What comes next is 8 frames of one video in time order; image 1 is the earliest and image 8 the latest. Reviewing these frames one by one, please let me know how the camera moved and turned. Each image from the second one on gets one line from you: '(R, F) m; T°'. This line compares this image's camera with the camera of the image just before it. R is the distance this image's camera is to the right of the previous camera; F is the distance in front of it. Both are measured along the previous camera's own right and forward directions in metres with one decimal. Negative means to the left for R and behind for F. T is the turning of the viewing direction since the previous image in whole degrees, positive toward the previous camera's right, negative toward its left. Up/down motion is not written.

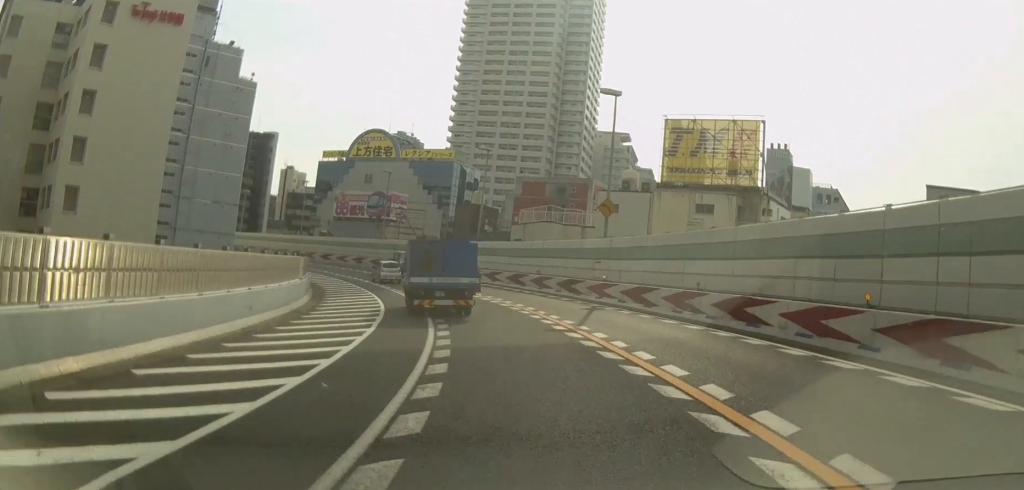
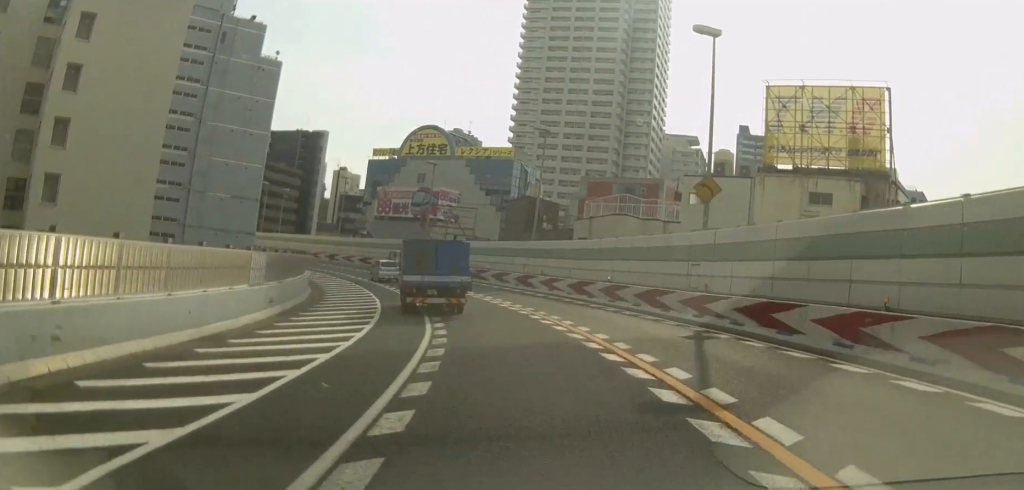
(-0.2, +10.2) m; -6°
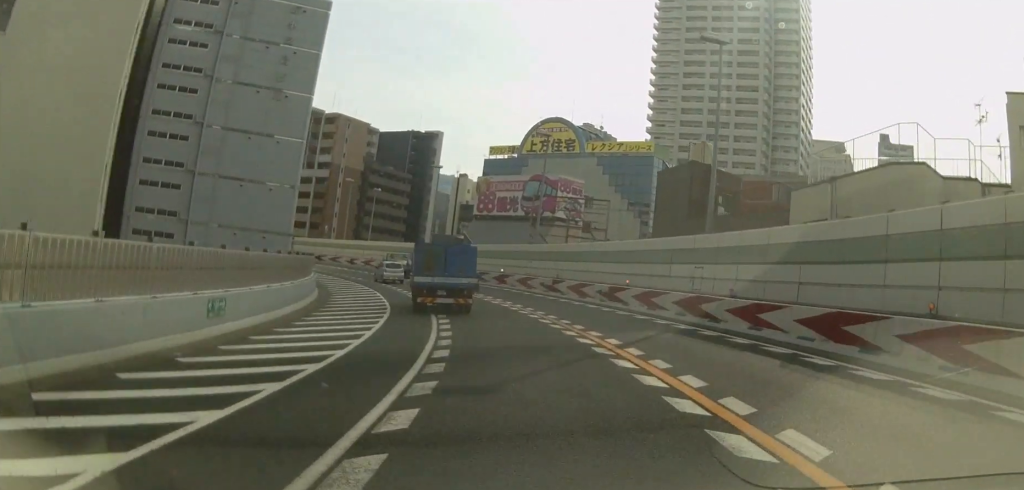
(-2.5, +19.9) m; -10°
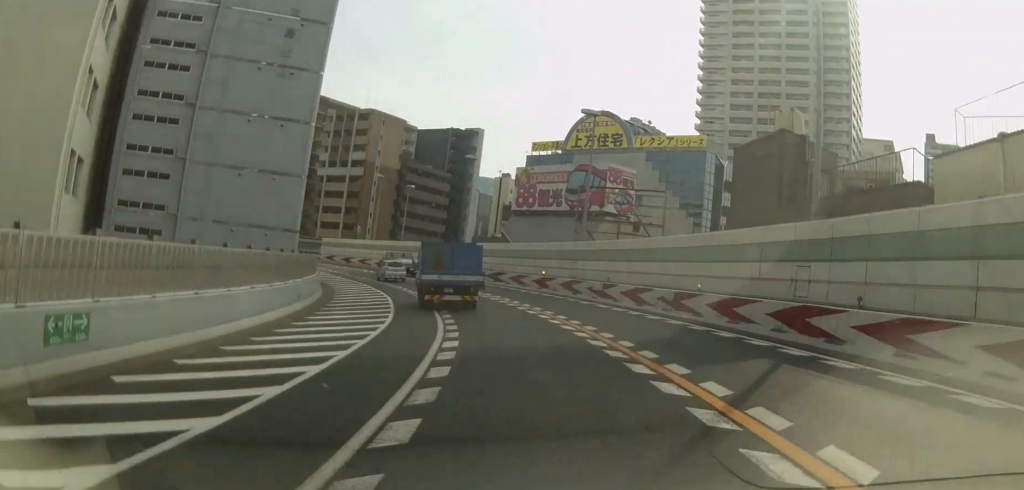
(0.0, +6.7) m; -2°
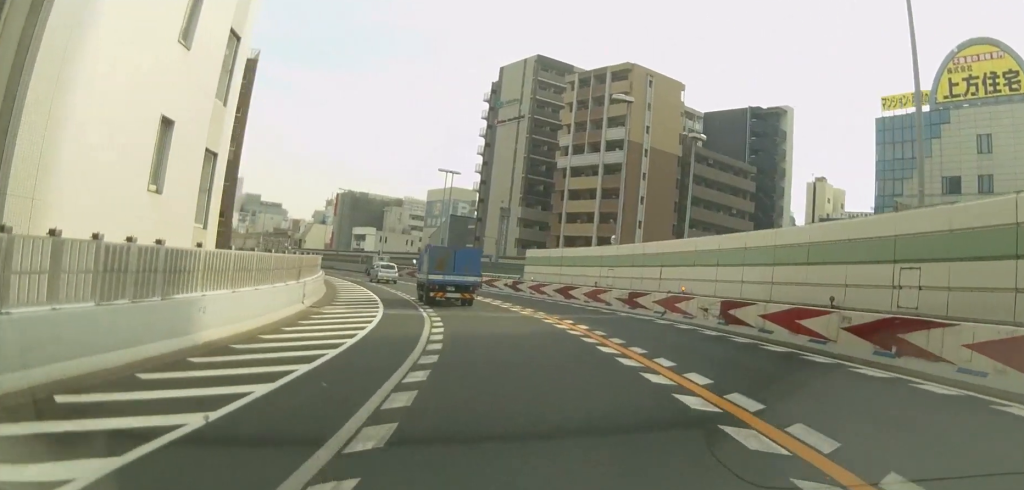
(-10.5, +44.6) m; -24°
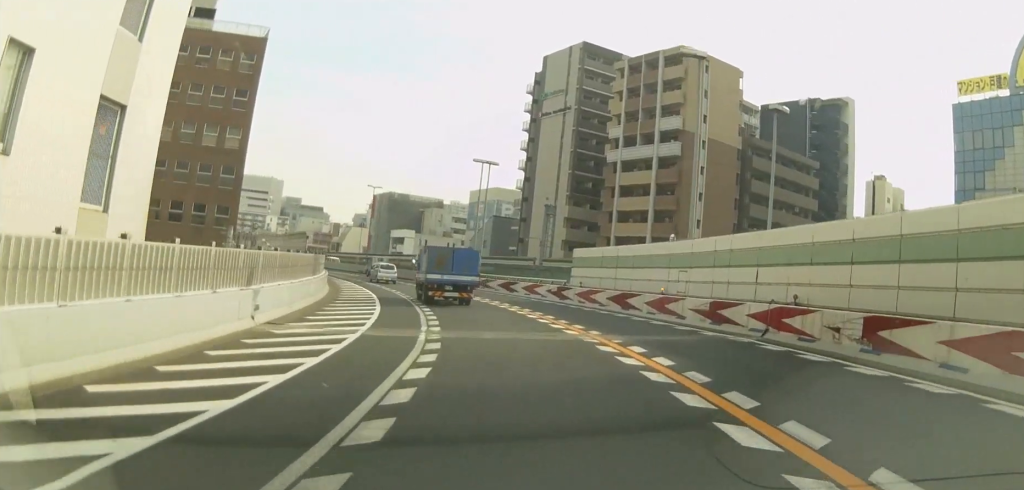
(+0.1, +7.7) m; -4°
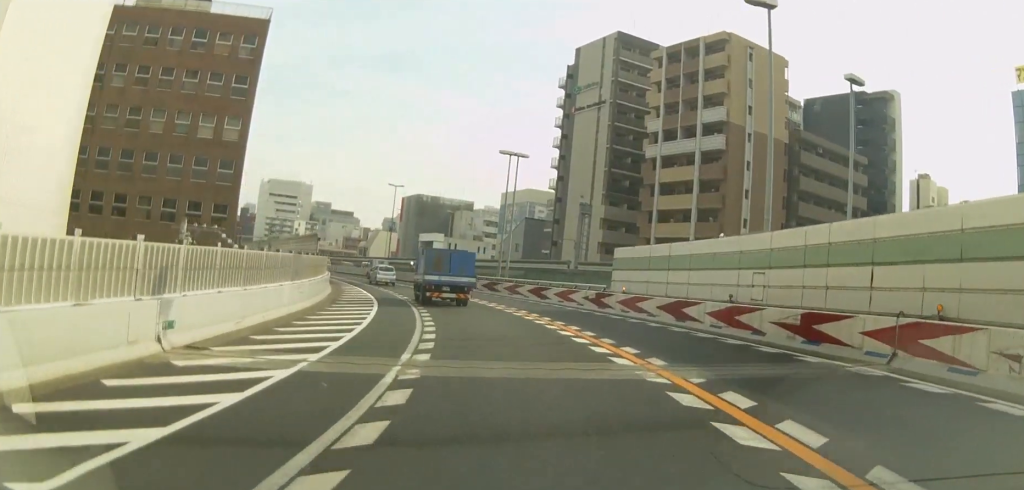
(-0.2, +5.8) m; -3°
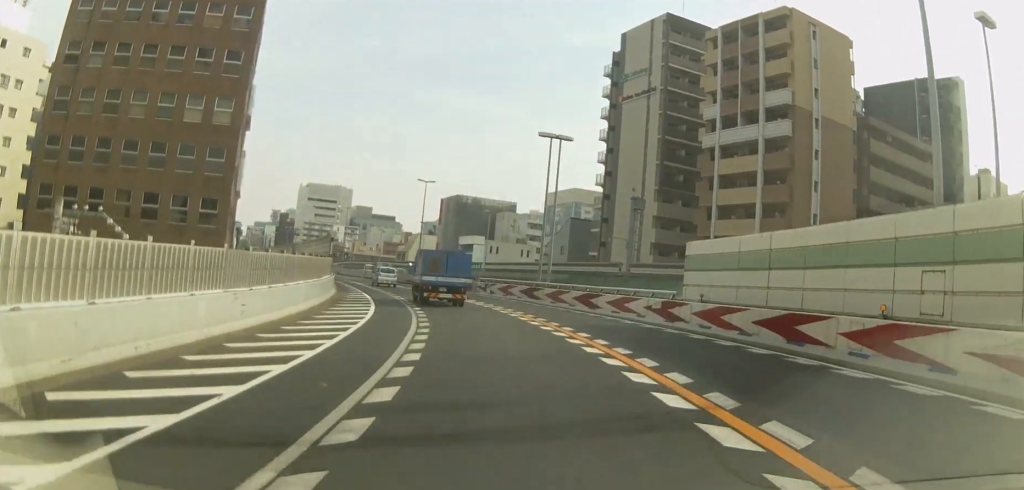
(-0.5, +7.8) m; -4°
